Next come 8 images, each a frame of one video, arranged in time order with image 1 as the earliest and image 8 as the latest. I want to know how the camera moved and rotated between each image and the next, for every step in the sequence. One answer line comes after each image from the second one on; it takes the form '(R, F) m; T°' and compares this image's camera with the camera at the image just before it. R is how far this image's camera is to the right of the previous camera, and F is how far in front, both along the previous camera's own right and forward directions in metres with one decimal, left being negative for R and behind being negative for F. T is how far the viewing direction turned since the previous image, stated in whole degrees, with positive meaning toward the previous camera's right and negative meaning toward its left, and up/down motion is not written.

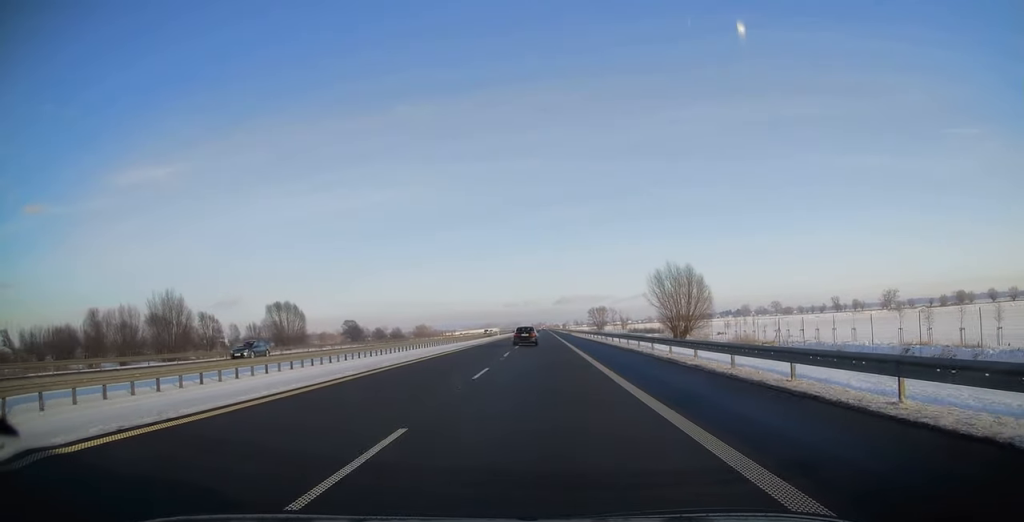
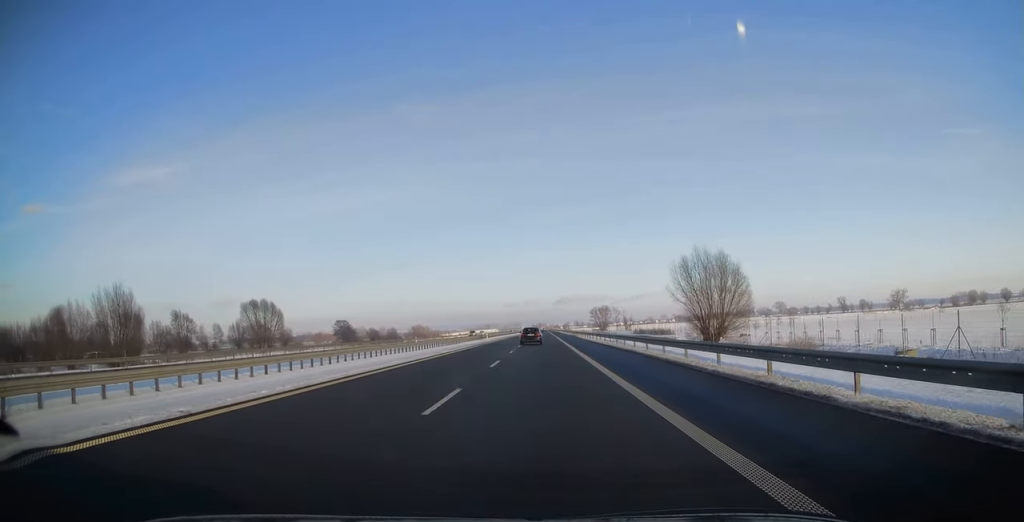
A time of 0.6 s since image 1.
(-0.3, +18.6) m; 0°
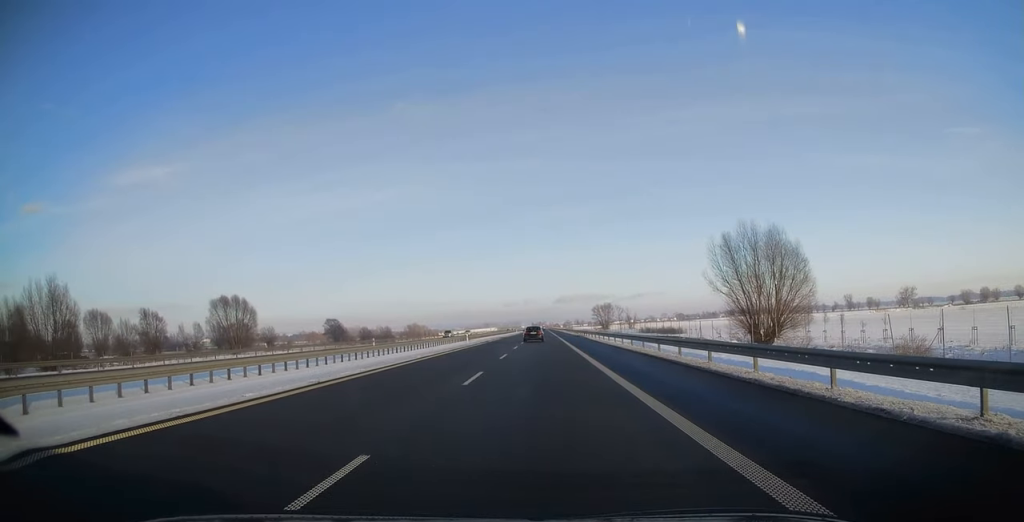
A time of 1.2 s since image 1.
(-0.1, +19.1) m; 0°
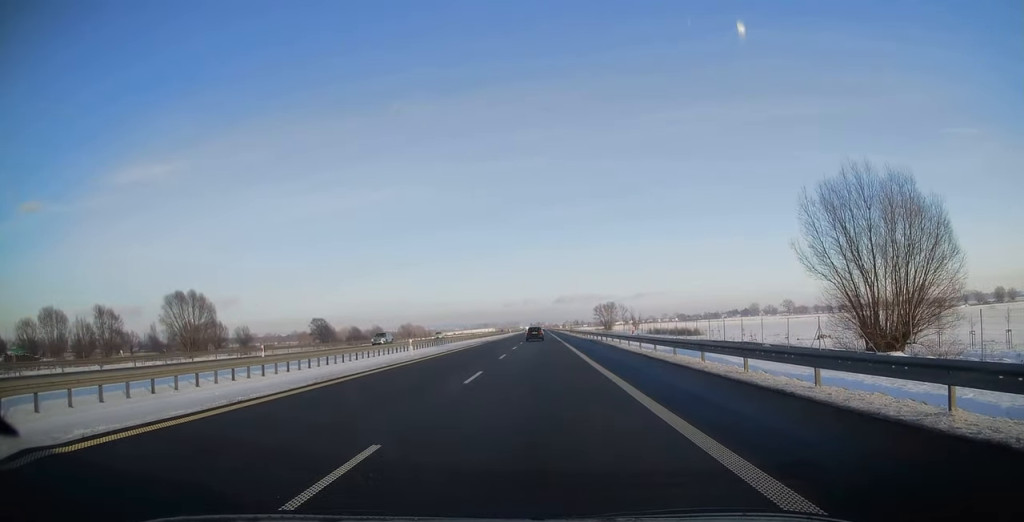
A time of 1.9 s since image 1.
(+0.3, +23.4) m; 0°
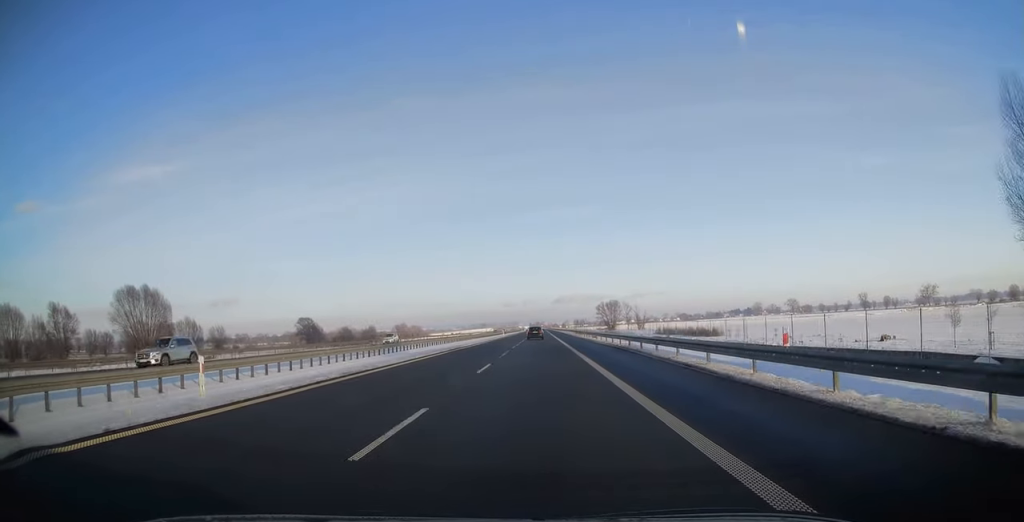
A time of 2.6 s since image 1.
(-0.2, +20.8) m; 0°
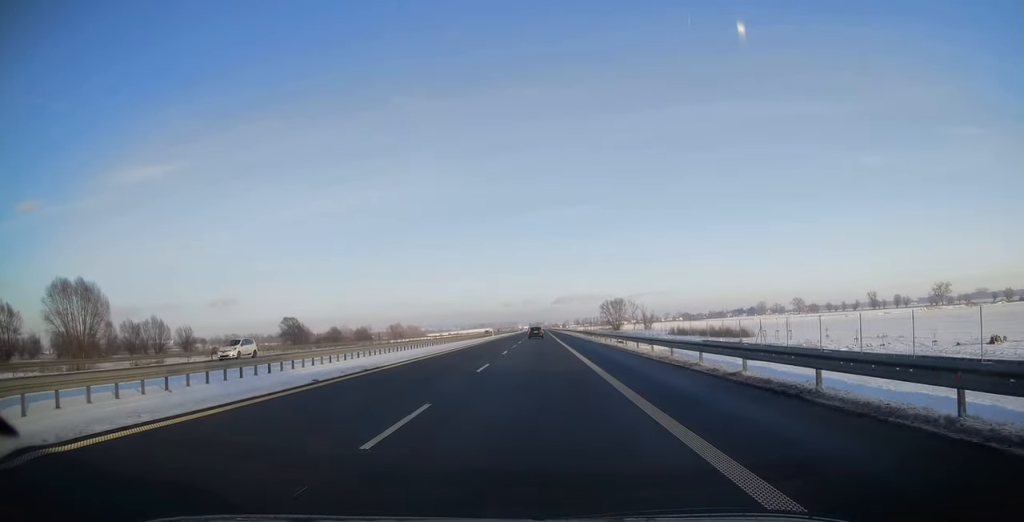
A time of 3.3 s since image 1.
(-0.1, +23.4) m; 0°
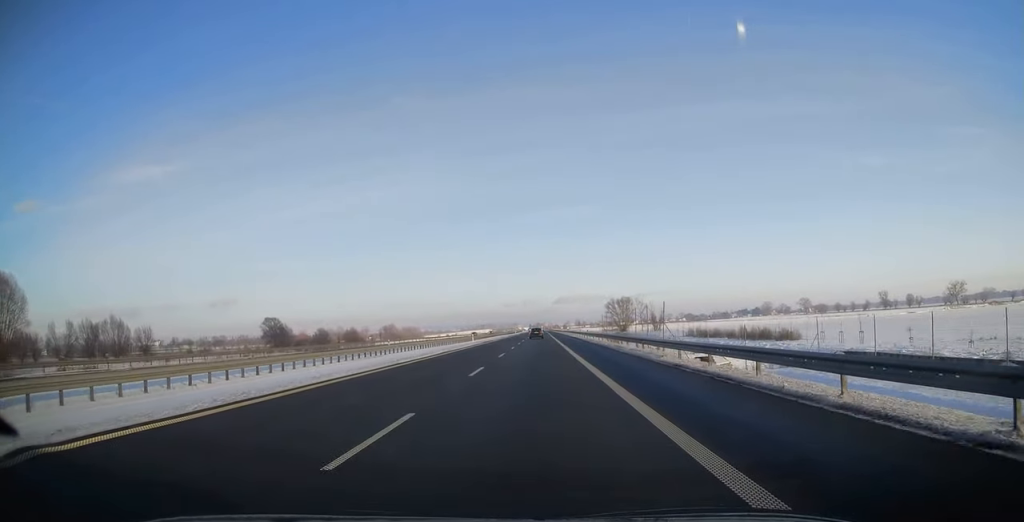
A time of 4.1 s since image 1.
(0.0, +25.0) m; +1°
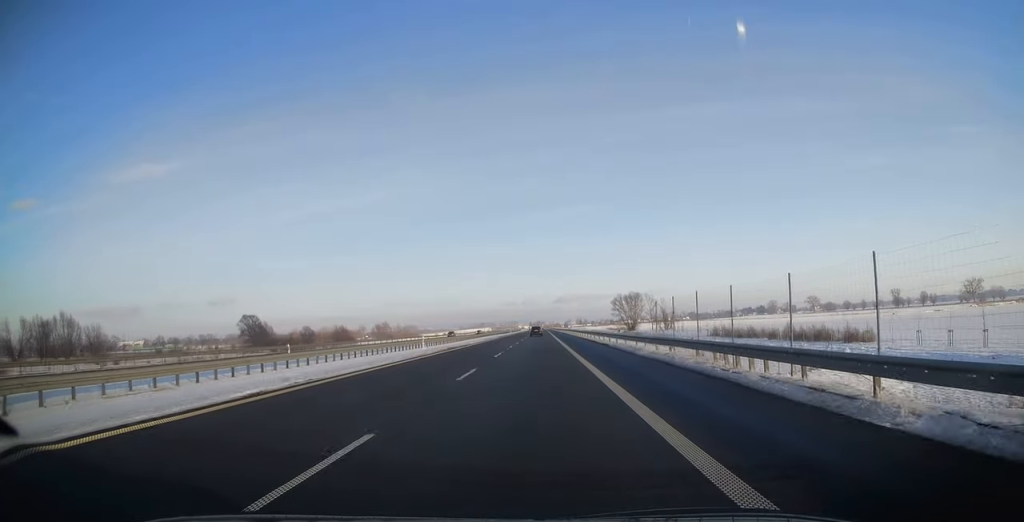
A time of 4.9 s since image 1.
(+0.4, +26.1) m; 0°
